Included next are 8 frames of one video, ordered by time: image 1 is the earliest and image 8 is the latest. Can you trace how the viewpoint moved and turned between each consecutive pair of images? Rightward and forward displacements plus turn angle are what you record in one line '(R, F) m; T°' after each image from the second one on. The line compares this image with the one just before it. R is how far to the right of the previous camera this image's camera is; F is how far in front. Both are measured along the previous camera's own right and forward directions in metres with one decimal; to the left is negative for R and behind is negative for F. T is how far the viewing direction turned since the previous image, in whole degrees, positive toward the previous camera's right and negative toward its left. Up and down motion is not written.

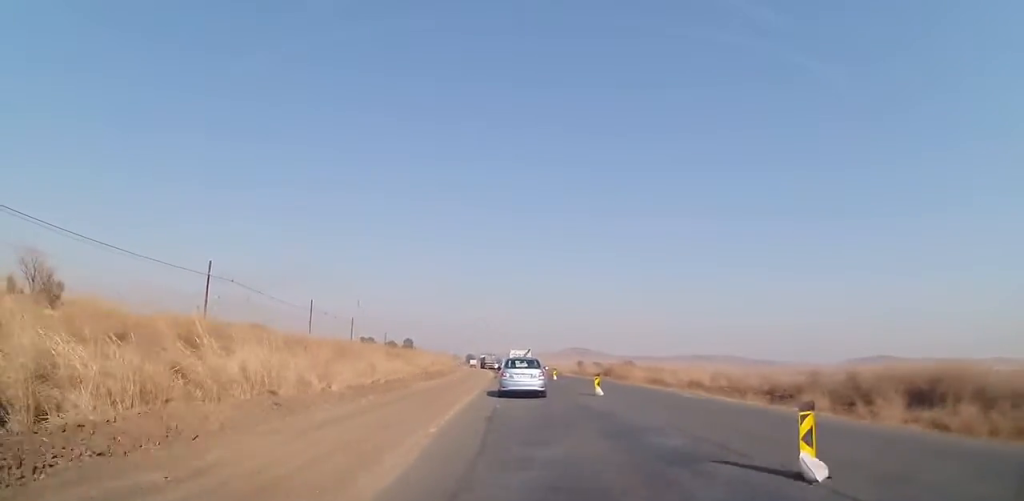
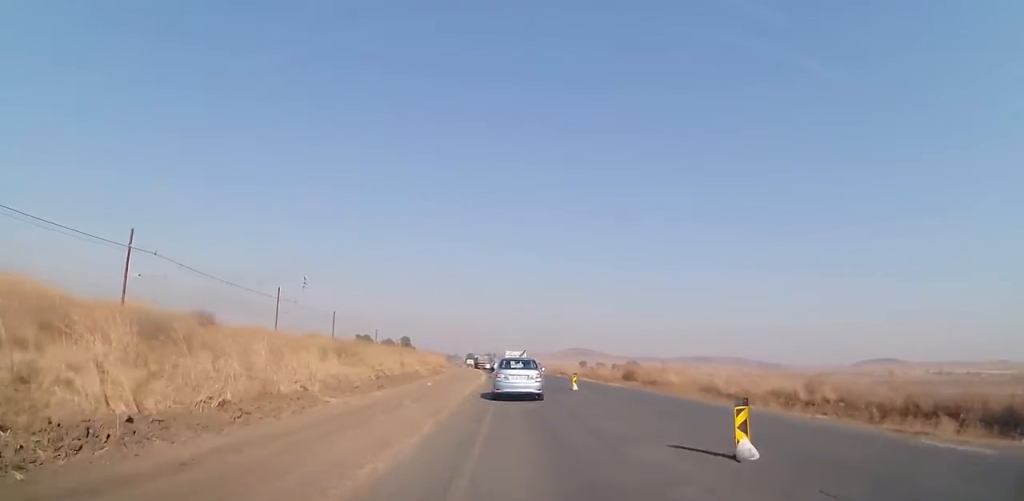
(0.0, +14.6) m; 0°
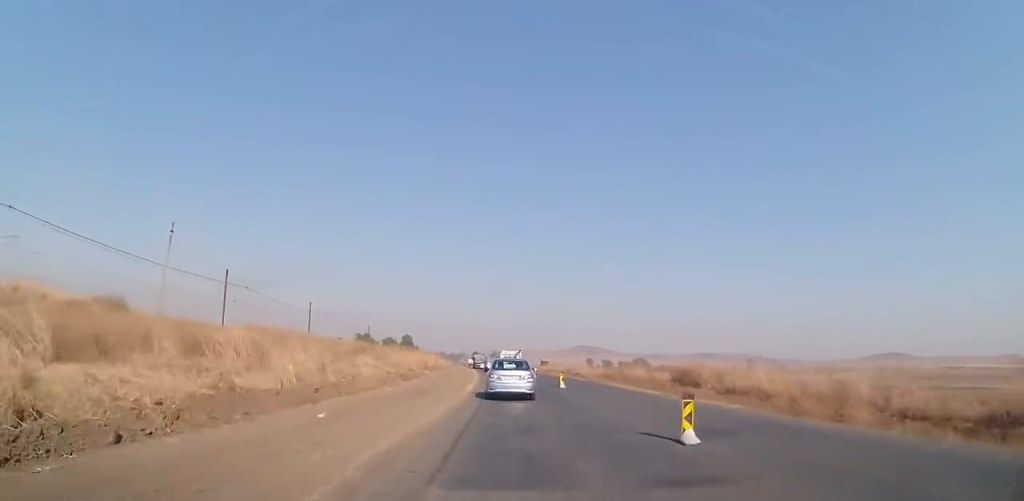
(0.0, +17.1) m; 0°
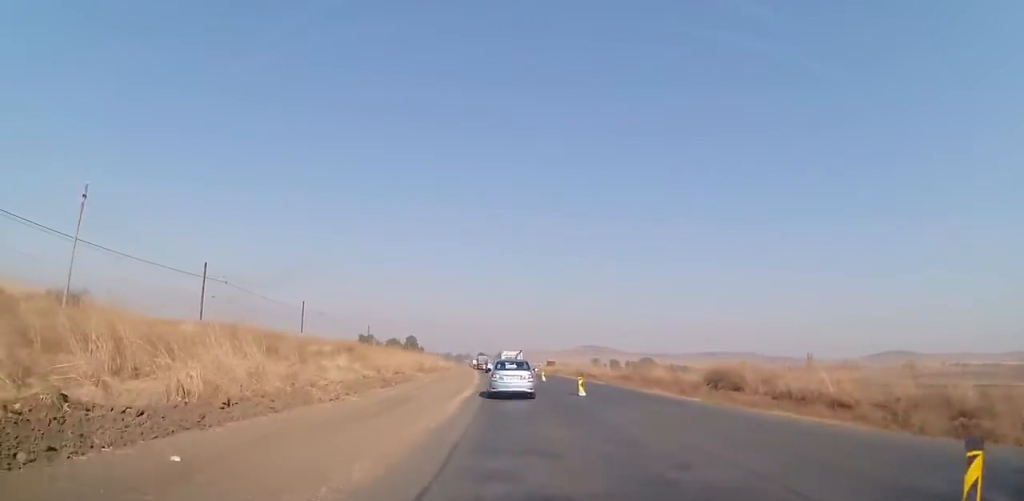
(0.0, +6.4) m; 0°
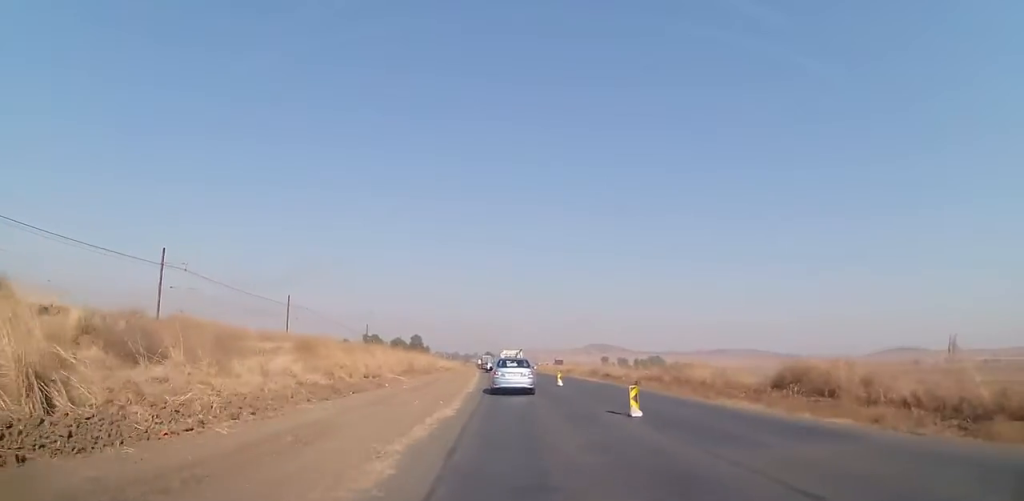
(0.0, +9.4) m; 0°
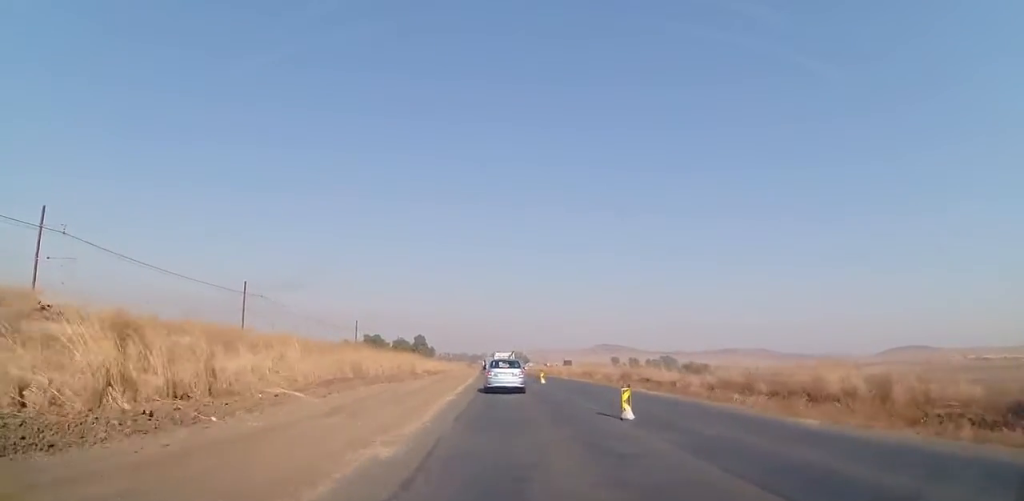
(0.0, +17.3) m; -2°
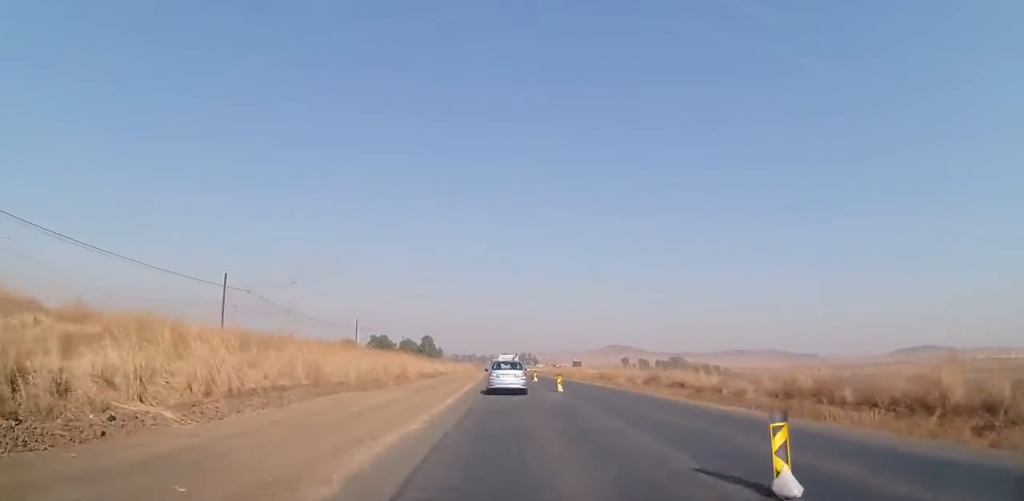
(-0.1, +7.5) m; -2°
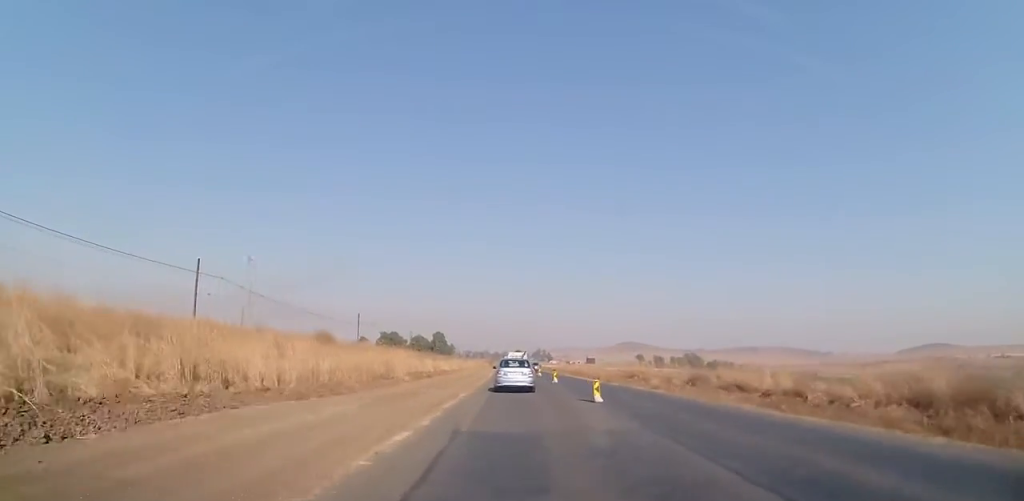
(-0.3, +8.9) m; -2°
